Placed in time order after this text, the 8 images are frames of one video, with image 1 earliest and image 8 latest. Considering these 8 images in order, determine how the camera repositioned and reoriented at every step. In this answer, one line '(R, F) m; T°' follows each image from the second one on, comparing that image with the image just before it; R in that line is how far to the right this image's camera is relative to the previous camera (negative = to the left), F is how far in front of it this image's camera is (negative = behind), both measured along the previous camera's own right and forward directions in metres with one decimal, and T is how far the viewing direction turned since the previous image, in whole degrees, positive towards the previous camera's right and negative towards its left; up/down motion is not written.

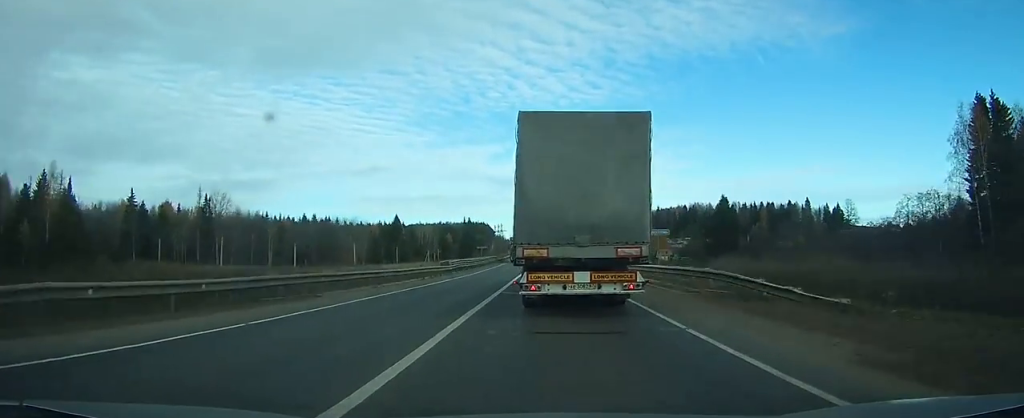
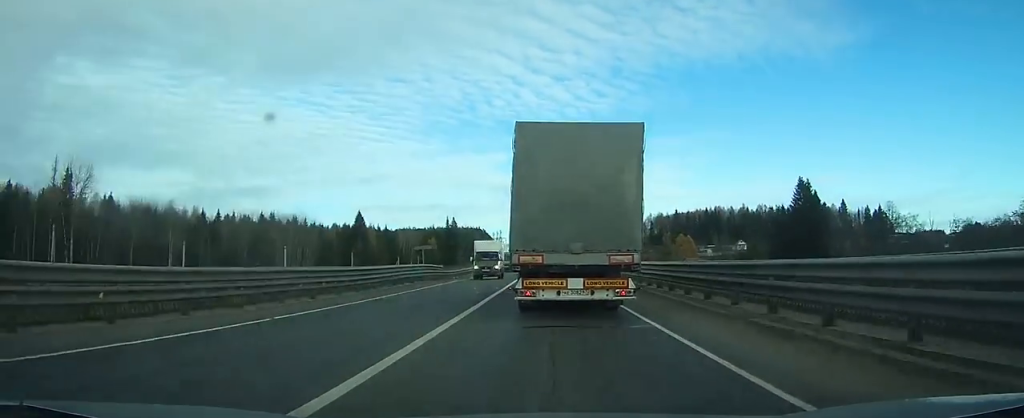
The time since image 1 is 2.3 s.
(+0.3, +50.1) m; 0°
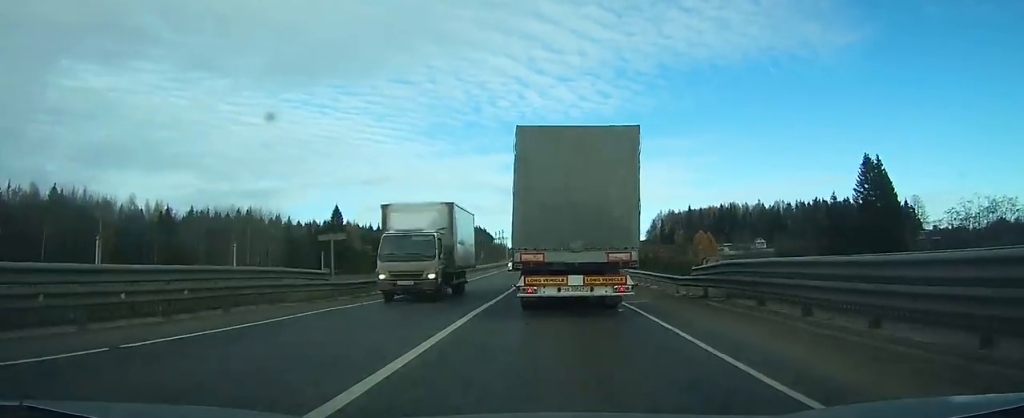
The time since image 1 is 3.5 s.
(0.0, +24.1) m; 0°
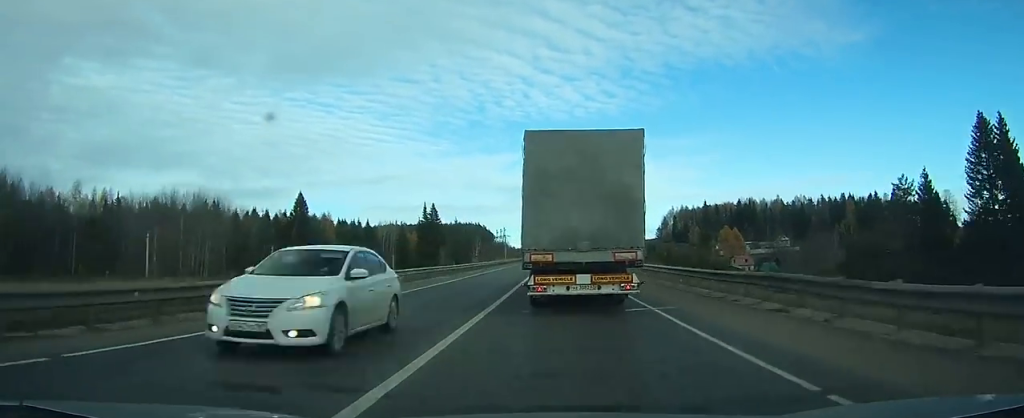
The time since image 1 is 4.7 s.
(-0.1, +26.8) m; 0°
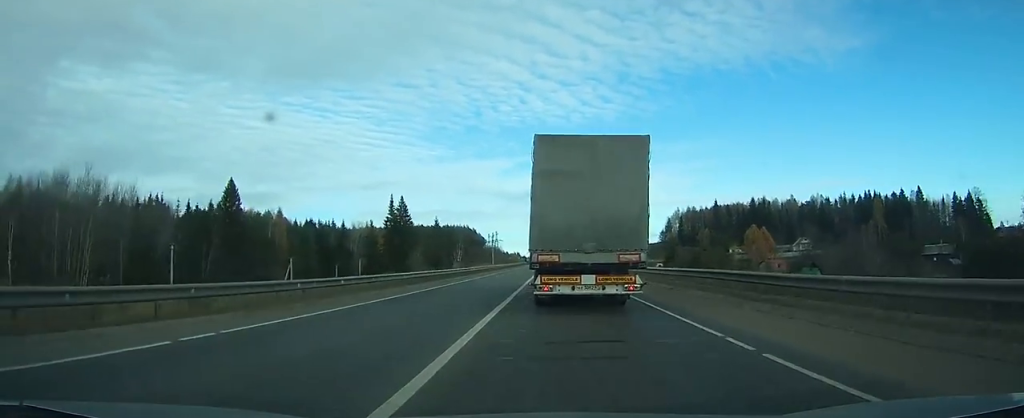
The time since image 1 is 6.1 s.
(-0.1, +29.5) m; 0°
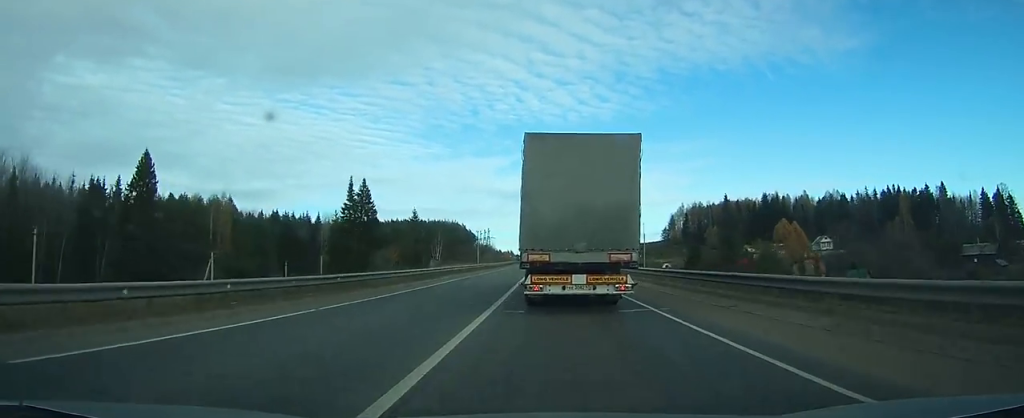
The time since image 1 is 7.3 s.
(0.0, +23.8) m; 0°
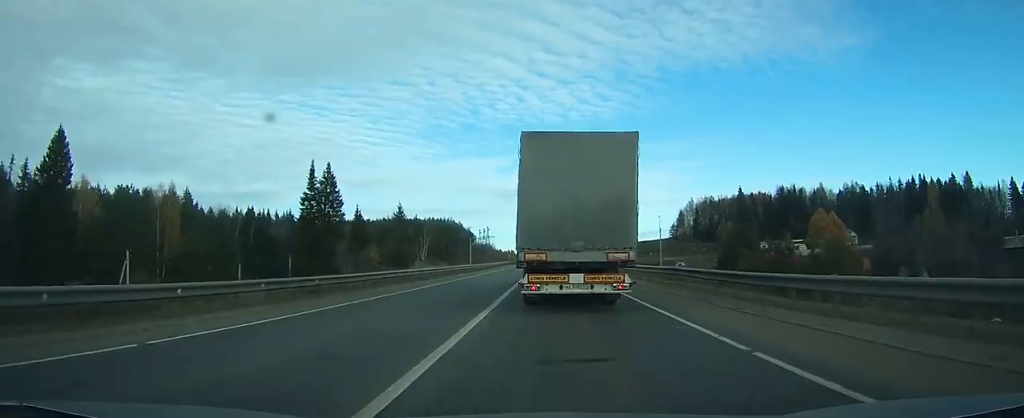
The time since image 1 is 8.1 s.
(0.0, +18.2) m; 0°
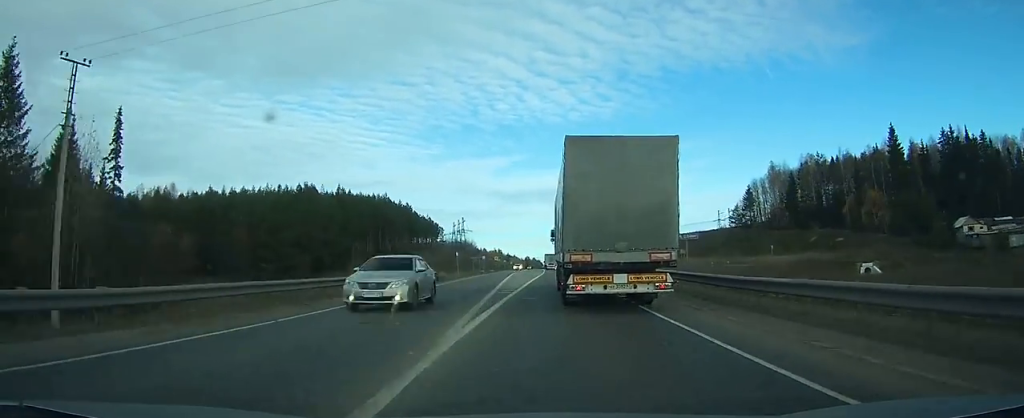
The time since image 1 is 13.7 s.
(+0.5, +116.8) m; +1°
